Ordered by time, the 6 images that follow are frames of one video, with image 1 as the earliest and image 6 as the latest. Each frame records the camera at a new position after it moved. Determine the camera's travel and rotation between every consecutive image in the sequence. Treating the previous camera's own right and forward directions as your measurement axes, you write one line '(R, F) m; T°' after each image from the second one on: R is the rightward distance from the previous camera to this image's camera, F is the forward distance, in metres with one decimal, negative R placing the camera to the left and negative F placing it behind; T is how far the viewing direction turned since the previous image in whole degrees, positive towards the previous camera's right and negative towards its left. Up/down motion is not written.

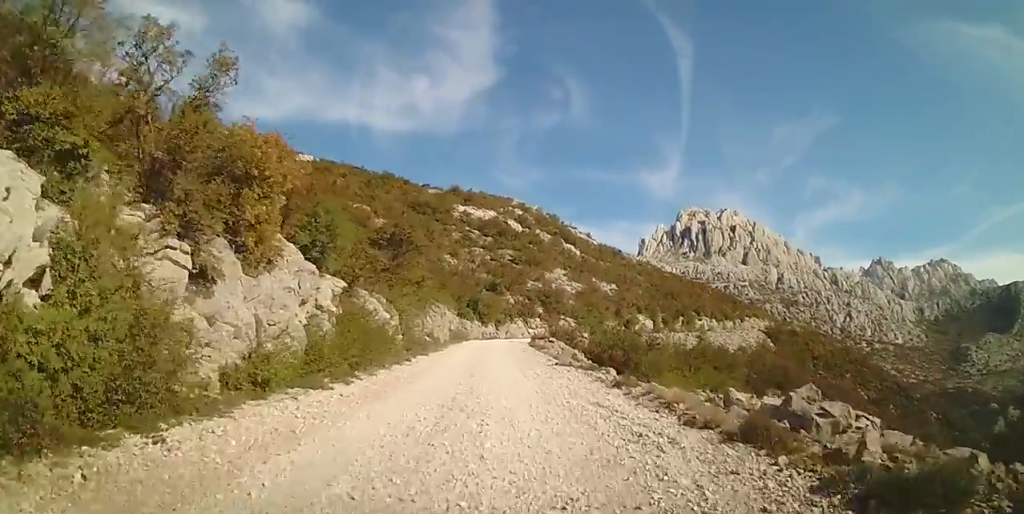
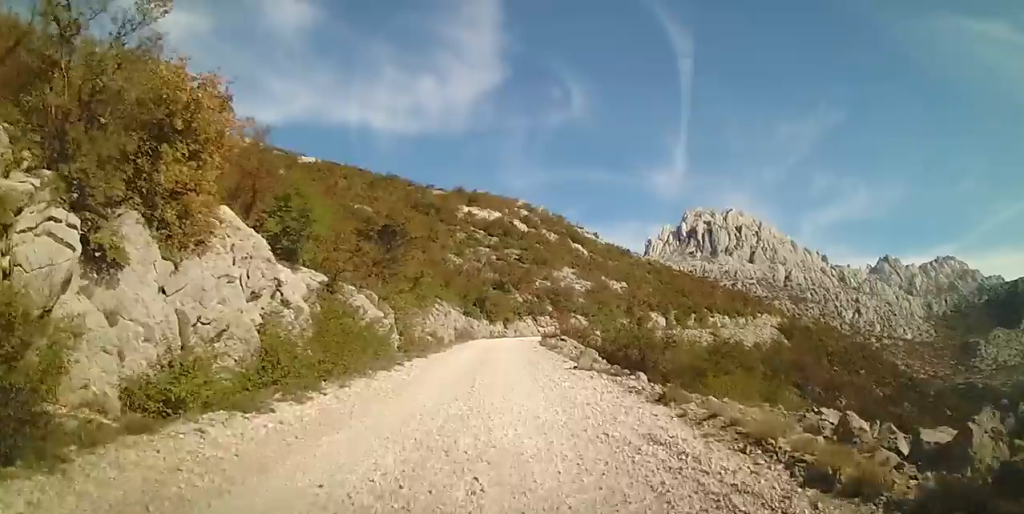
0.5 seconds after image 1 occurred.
(0.0, +3.0) m; 0°
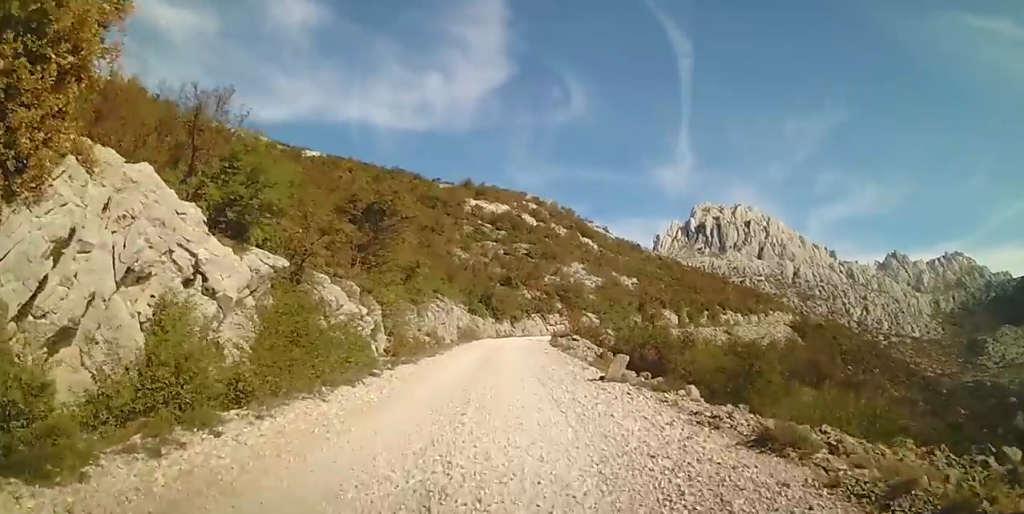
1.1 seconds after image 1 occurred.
(0.0, +3.8) m; 0°
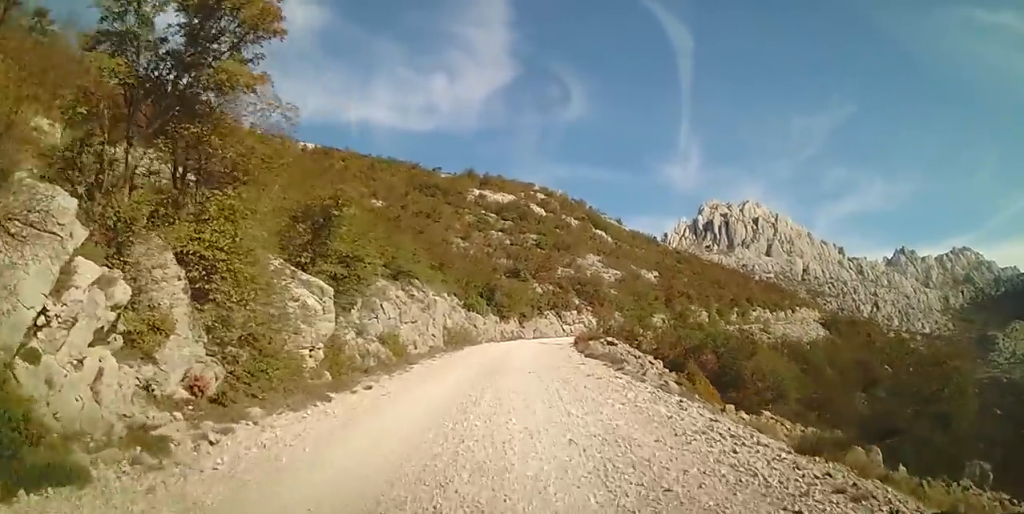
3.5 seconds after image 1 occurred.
(-0.2, +13.2) m; -1°
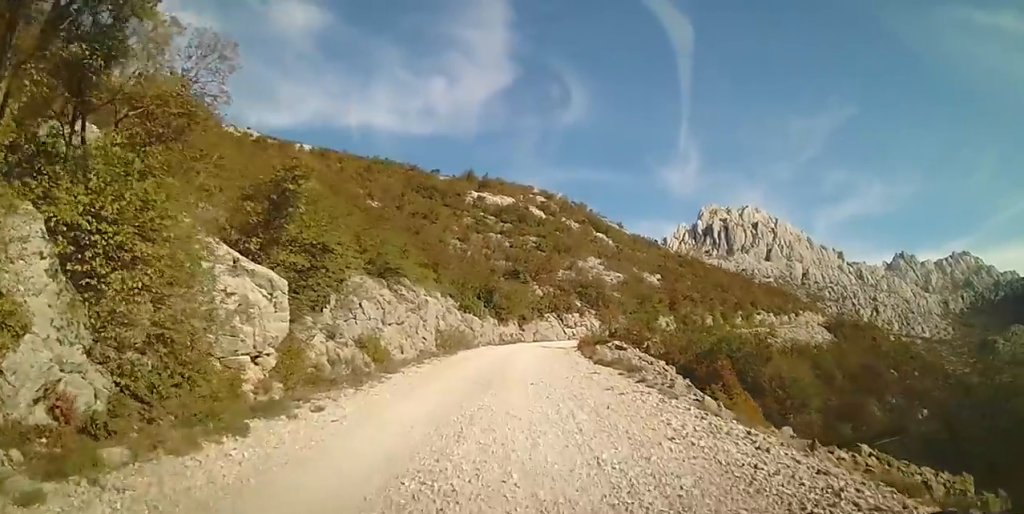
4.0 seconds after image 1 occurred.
(0.0, +2.7) m; 0°
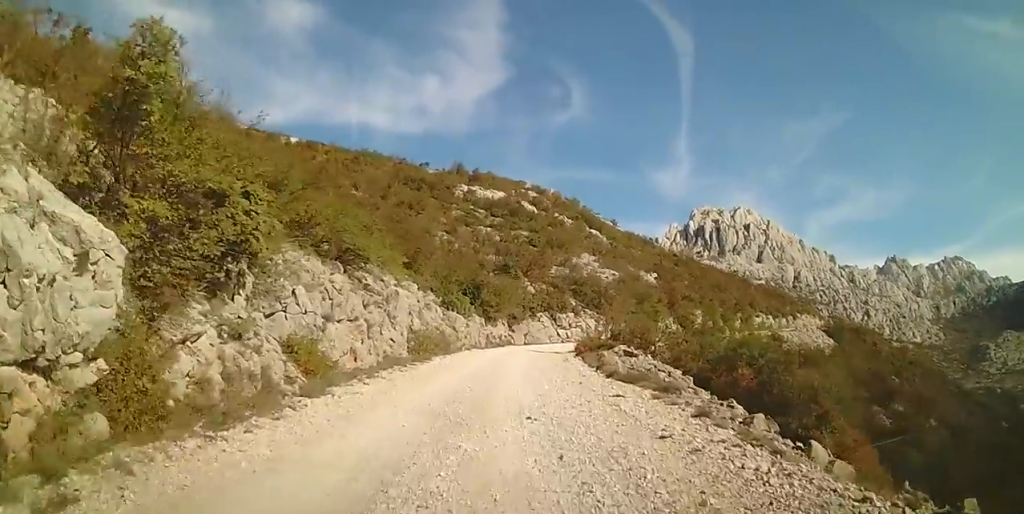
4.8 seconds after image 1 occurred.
(0.0, +4.8) m; +1°
